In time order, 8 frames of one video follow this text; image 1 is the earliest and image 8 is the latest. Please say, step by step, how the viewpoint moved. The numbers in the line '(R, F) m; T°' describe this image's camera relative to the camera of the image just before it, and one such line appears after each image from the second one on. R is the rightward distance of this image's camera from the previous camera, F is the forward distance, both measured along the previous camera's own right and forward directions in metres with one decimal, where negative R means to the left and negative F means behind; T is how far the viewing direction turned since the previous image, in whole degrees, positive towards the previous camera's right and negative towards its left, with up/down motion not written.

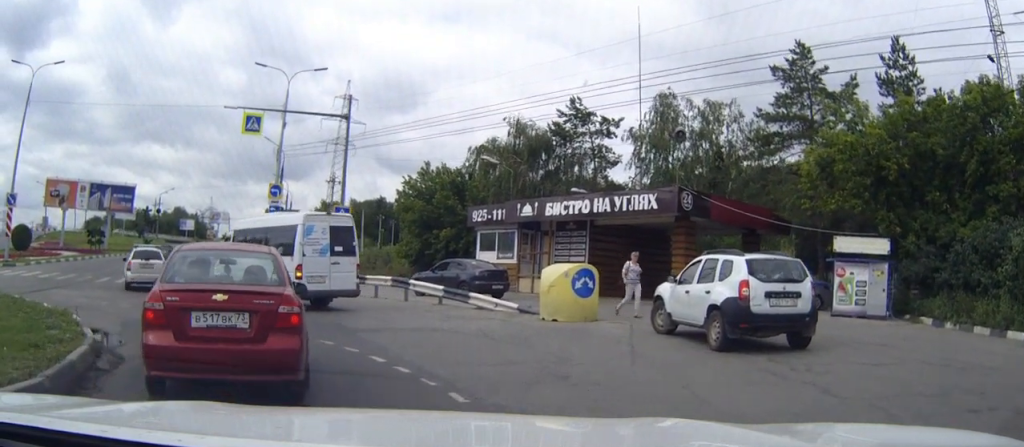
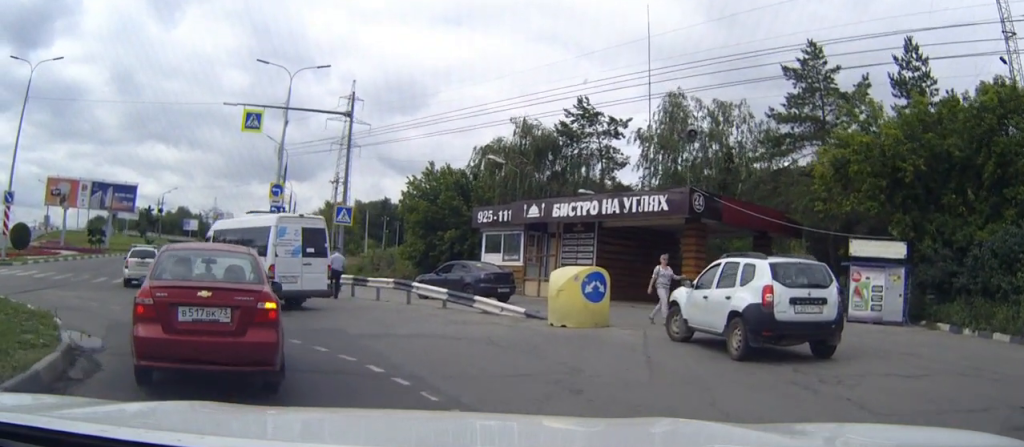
(0.0, +0.8) m; -1°
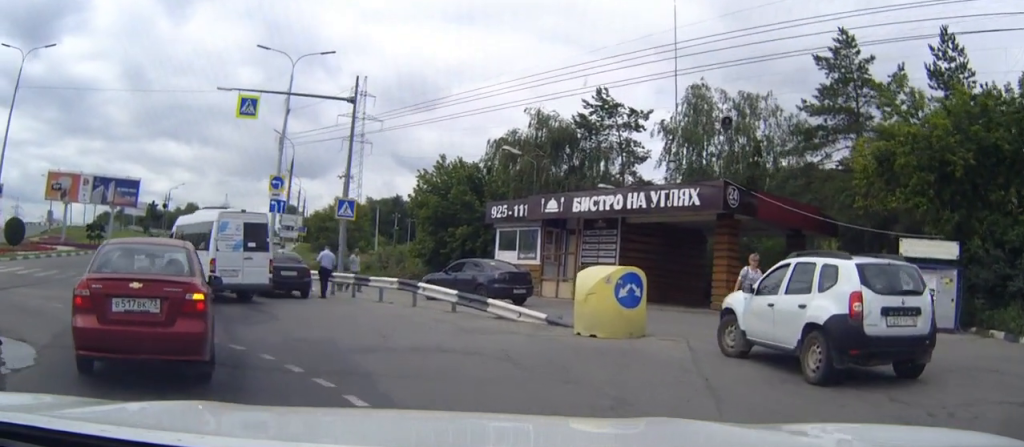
(0.0, +1.9) m; -2°
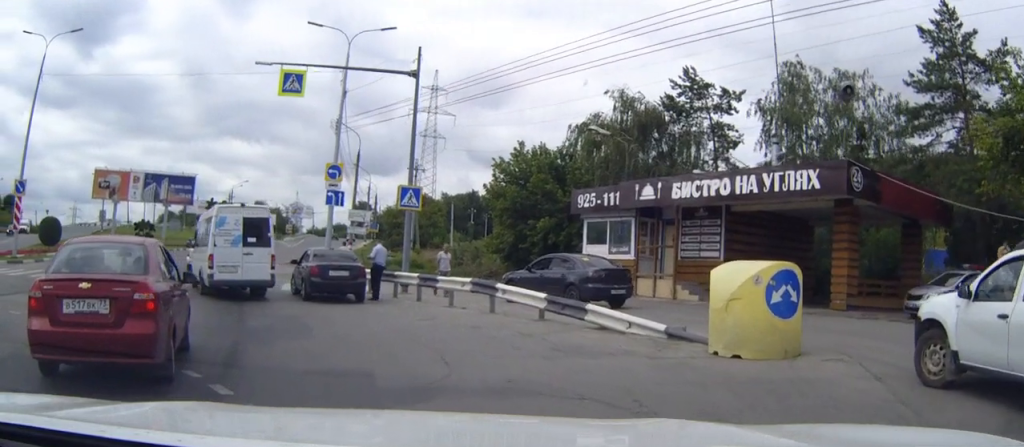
(-0.1, +3.3) m; -5°
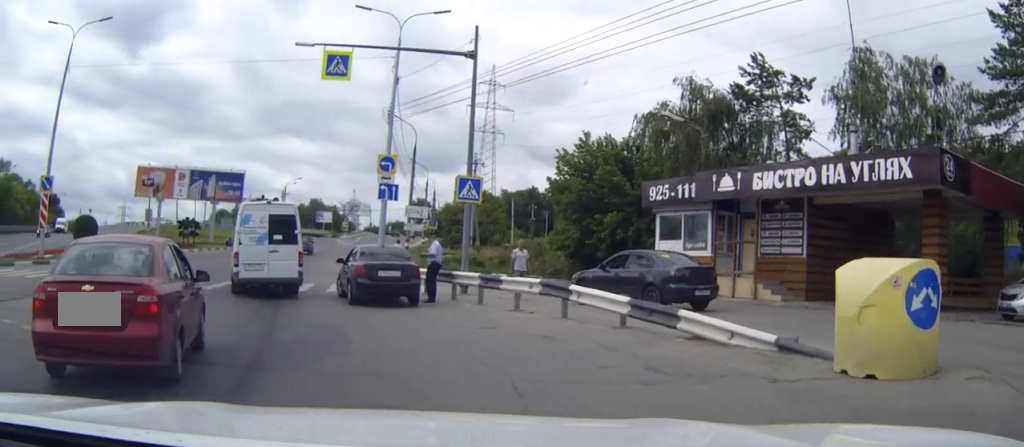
(-0.1, +2.0) m; -3°
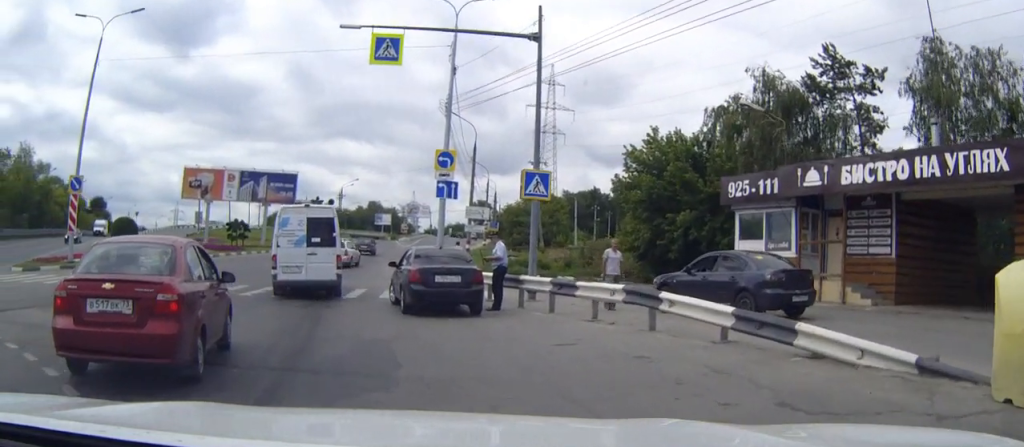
(0.0, +2.2) m; -4°
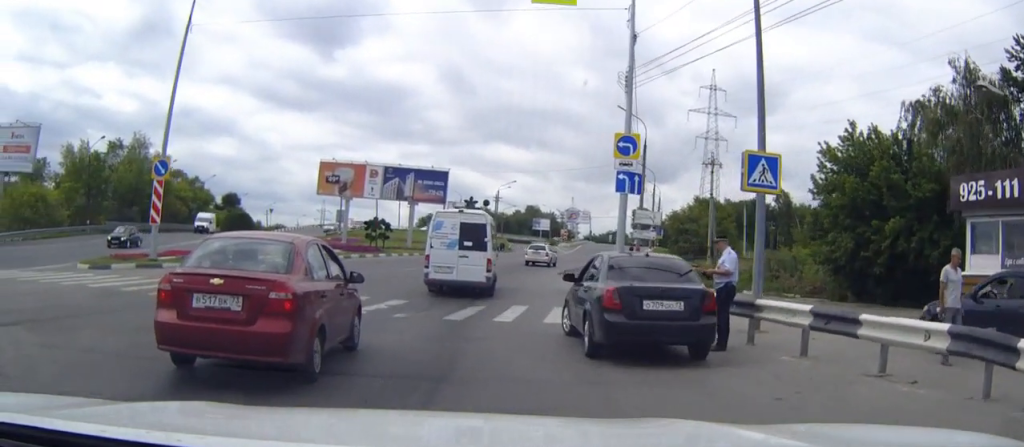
(-0.6, +5.5) m; -12°
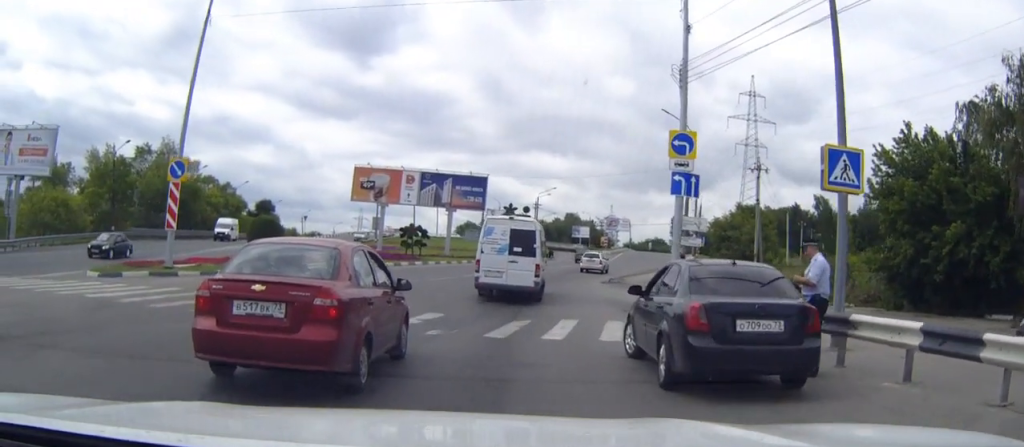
(-0.1, +1.8) m; -3°
